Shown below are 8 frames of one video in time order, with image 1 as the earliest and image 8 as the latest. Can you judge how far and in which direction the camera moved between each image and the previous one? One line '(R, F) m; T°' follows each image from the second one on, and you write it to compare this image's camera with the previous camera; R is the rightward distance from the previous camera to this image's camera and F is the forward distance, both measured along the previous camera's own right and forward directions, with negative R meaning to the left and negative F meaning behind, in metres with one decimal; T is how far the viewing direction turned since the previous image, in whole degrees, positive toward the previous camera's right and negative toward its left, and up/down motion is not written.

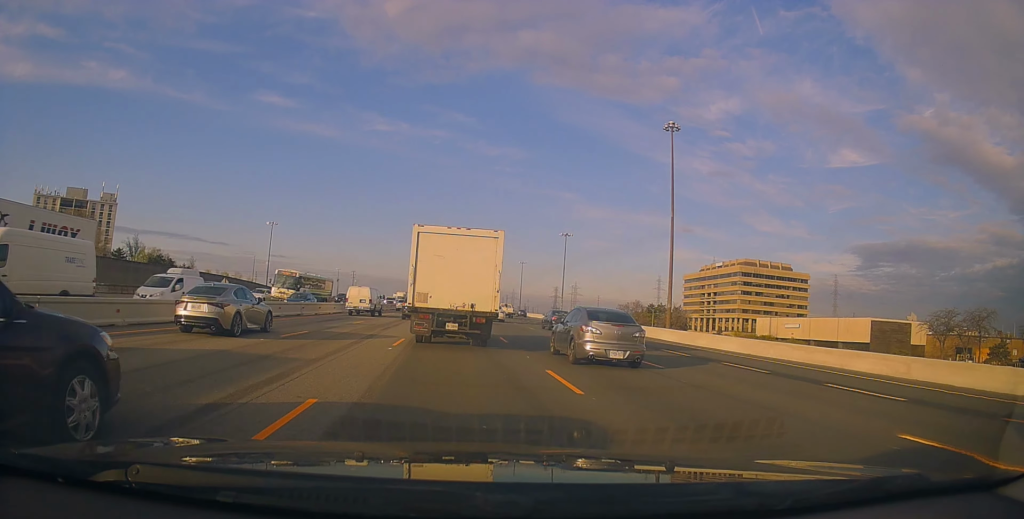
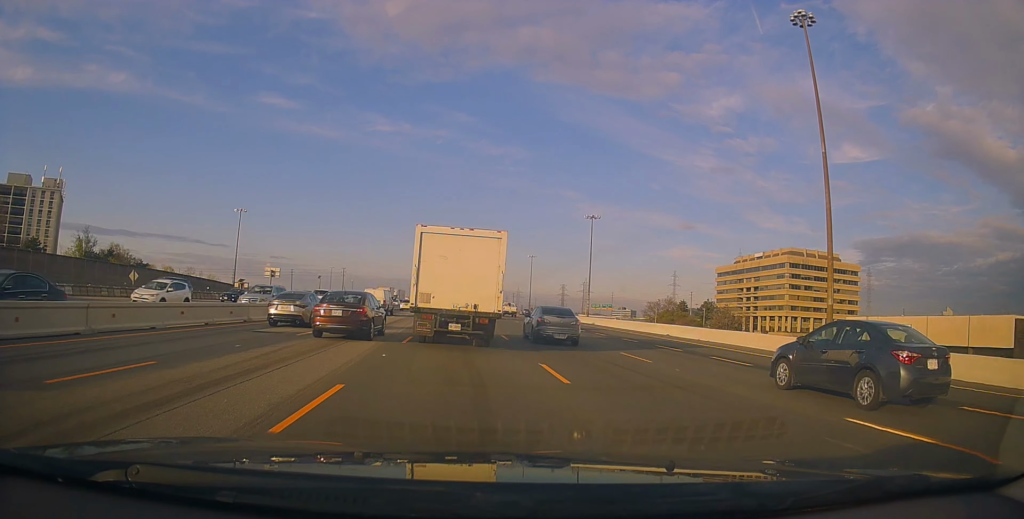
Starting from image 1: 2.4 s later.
(-0.7, +34.4) m; -1°
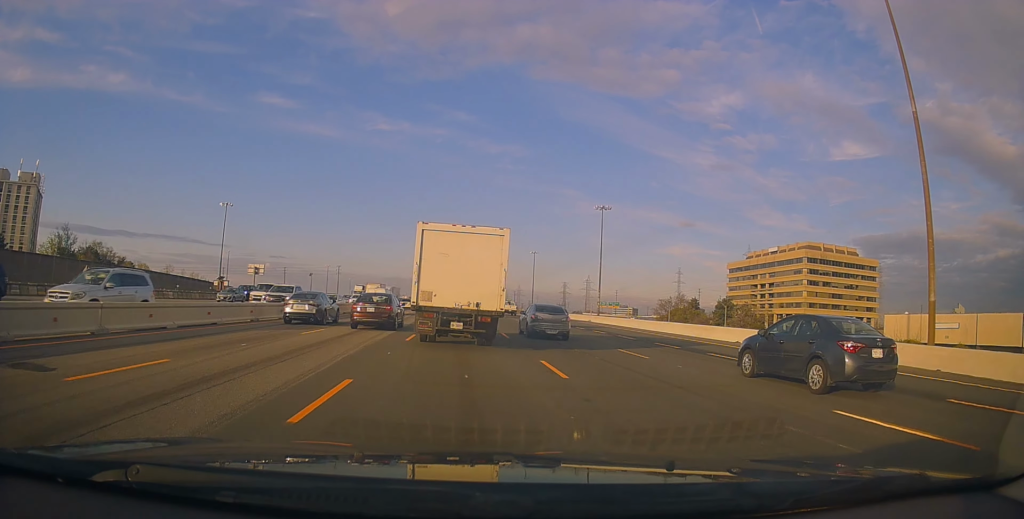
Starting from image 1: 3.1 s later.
(0.0, +11.5) m; 0°
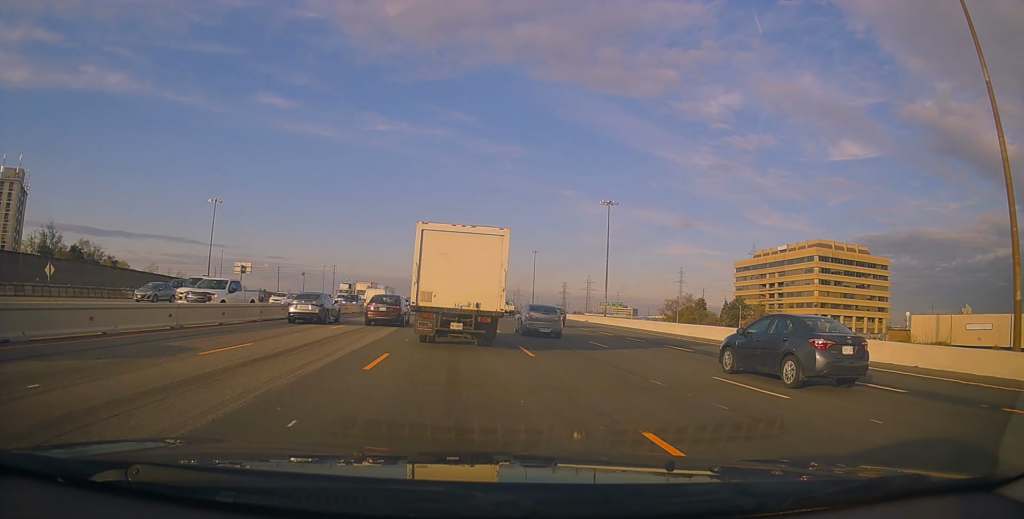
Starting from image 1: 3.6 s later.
(+0.2, +7.5) m; -1°
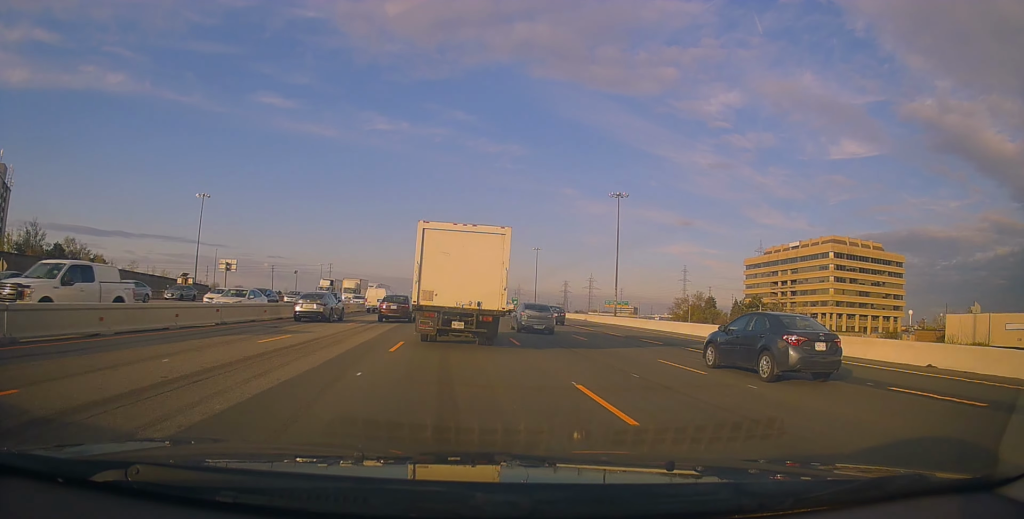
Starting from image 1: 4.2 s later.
(0.0, +8.2) m; -1°
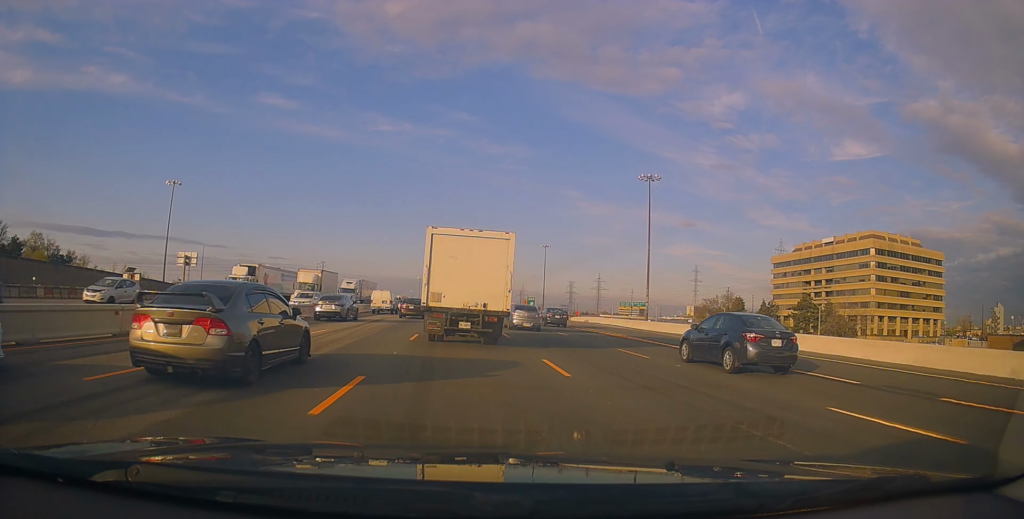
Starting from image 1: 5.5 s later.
(-0.4, +20.1) m; 0°
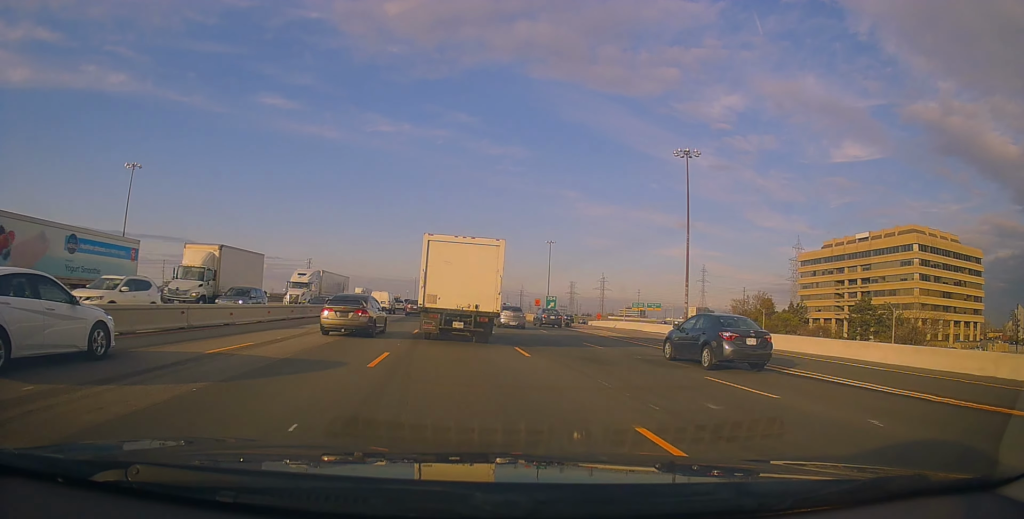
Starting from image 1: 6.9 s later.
(+0.5, +19.5) m; +1°
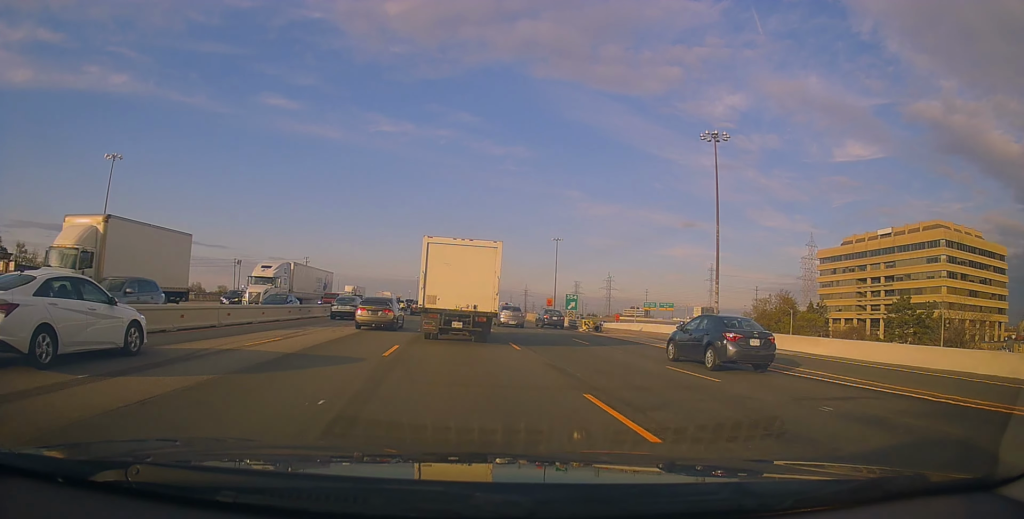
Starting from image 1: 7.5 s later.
(-0.1, +9.4) m; 0°
